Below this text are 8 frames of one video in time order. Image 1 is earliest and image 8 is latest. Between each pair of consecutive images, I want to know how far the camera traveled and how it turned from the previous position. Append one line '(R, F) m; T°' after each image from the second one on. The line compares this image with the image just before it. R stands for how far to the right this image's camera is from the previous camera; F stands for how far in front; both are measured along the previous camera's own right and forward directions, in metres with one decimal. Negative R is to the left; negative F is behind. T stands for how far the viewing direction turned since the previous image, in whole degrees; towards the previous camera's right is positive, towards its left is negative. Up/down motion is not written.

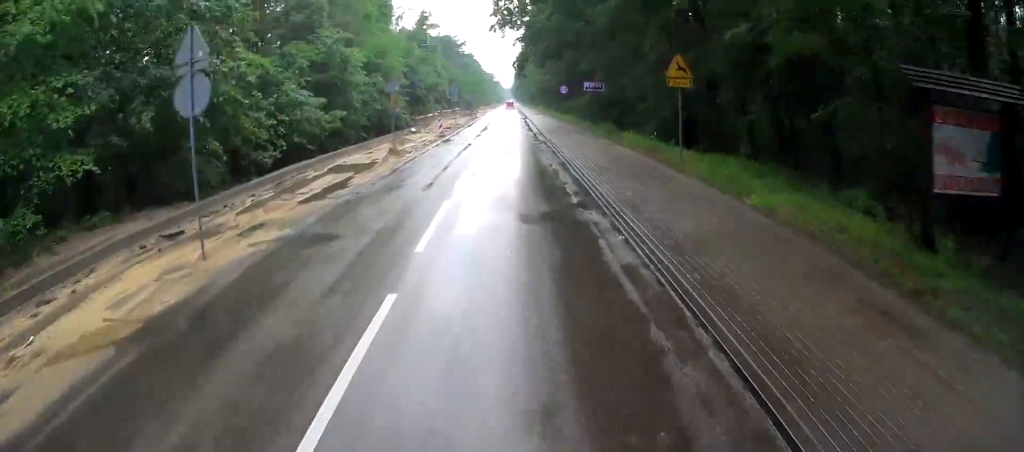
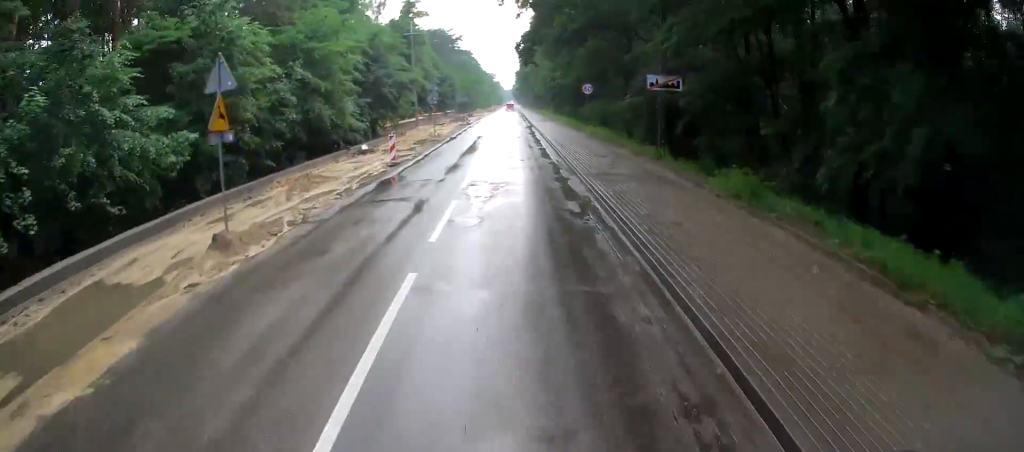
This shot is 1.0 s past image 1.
(+0.2, +17.0) m; +1°
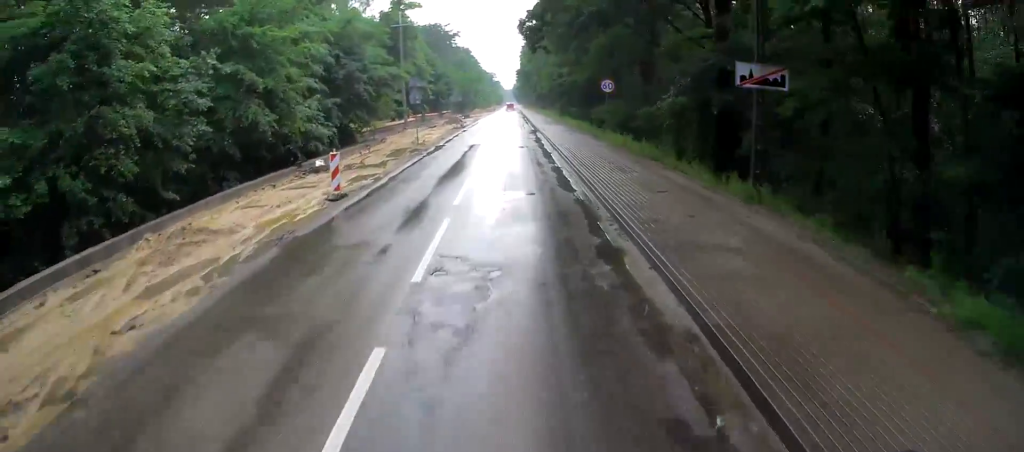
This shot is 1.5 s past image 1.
(+0.1, +8.1) m; 0°
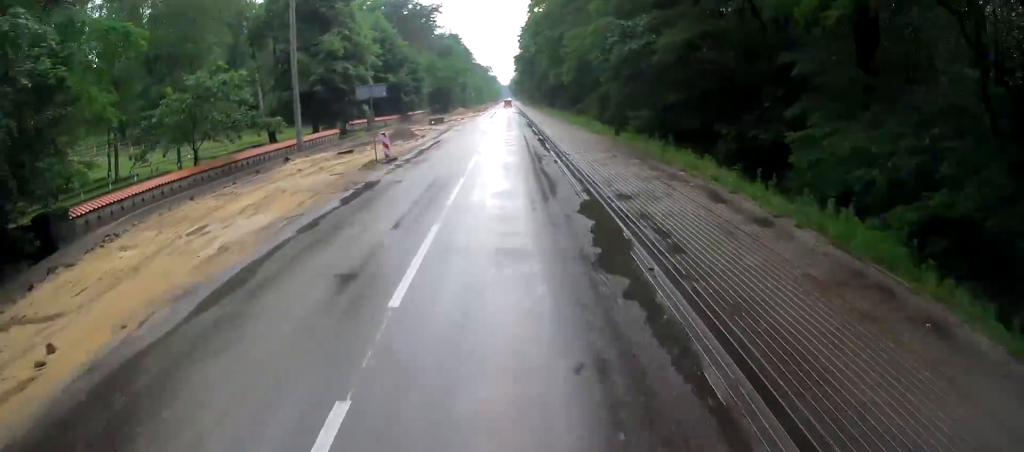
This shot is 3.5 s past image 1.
(-0.9, +33.7) m; -3°
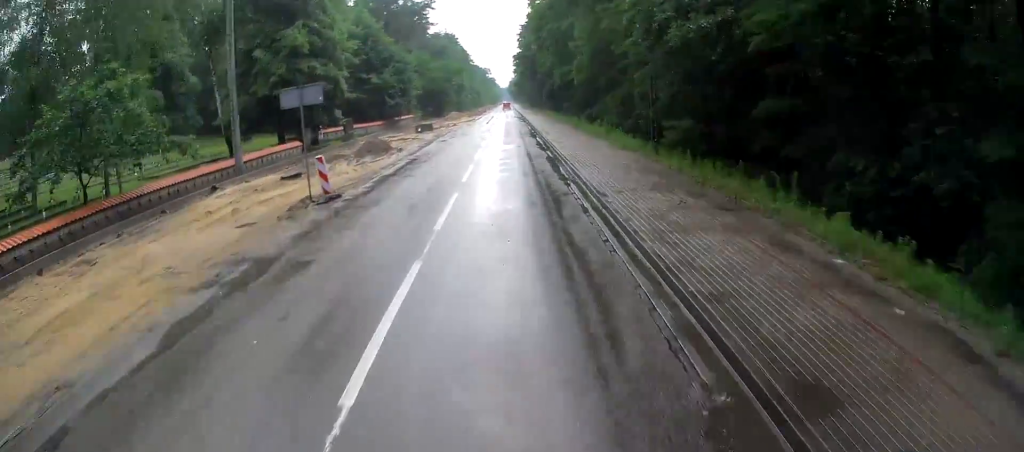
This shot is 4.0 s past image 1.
(0.0, +8.1) m; 0°
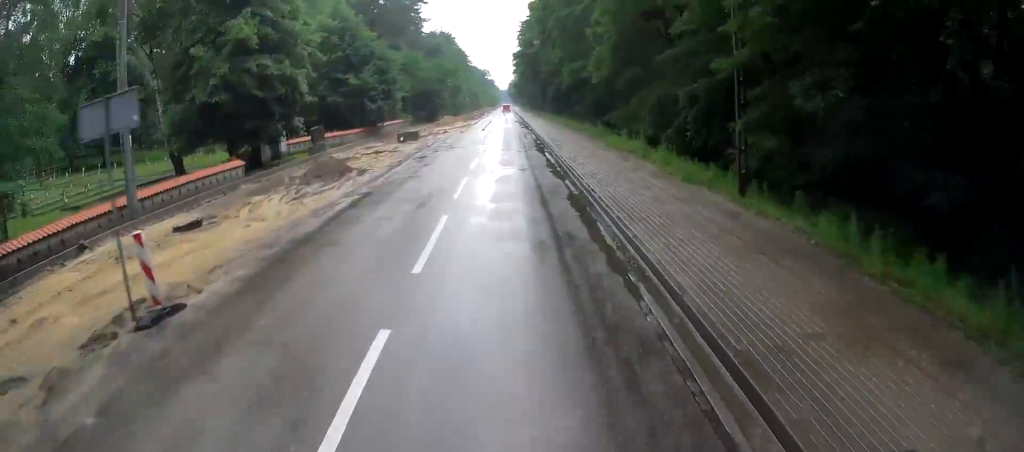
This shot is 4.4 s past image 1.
(0.0, +8.4) m; 0°
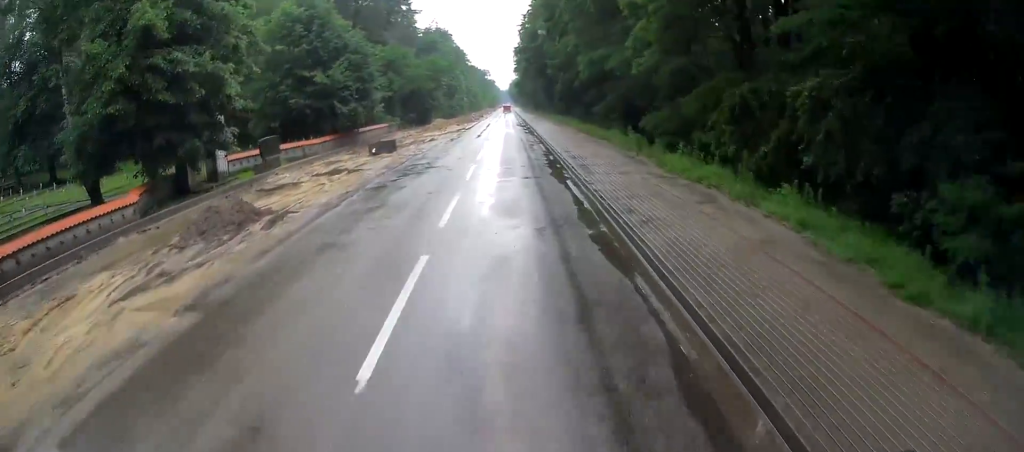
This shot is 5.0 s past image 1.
(0.0, +9.4) m; 0°
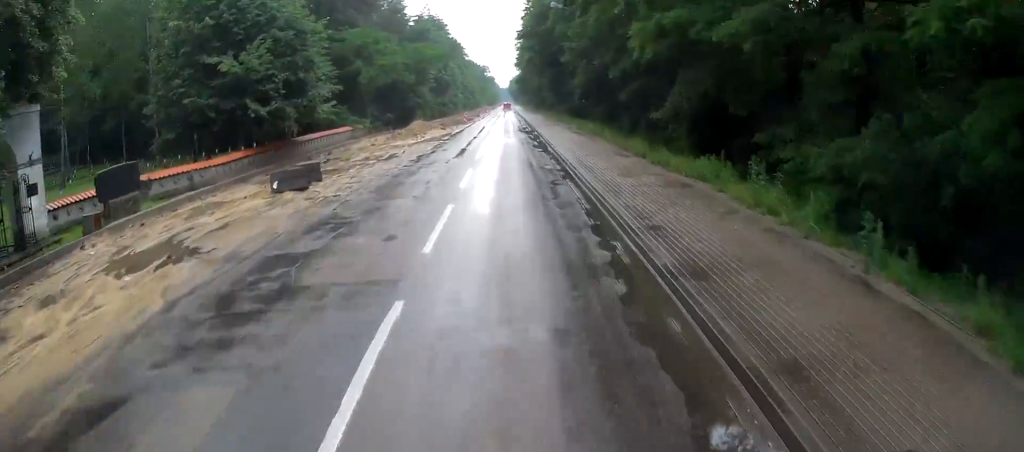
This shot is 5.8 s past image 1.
(0.0, +14.7) m; 0°
